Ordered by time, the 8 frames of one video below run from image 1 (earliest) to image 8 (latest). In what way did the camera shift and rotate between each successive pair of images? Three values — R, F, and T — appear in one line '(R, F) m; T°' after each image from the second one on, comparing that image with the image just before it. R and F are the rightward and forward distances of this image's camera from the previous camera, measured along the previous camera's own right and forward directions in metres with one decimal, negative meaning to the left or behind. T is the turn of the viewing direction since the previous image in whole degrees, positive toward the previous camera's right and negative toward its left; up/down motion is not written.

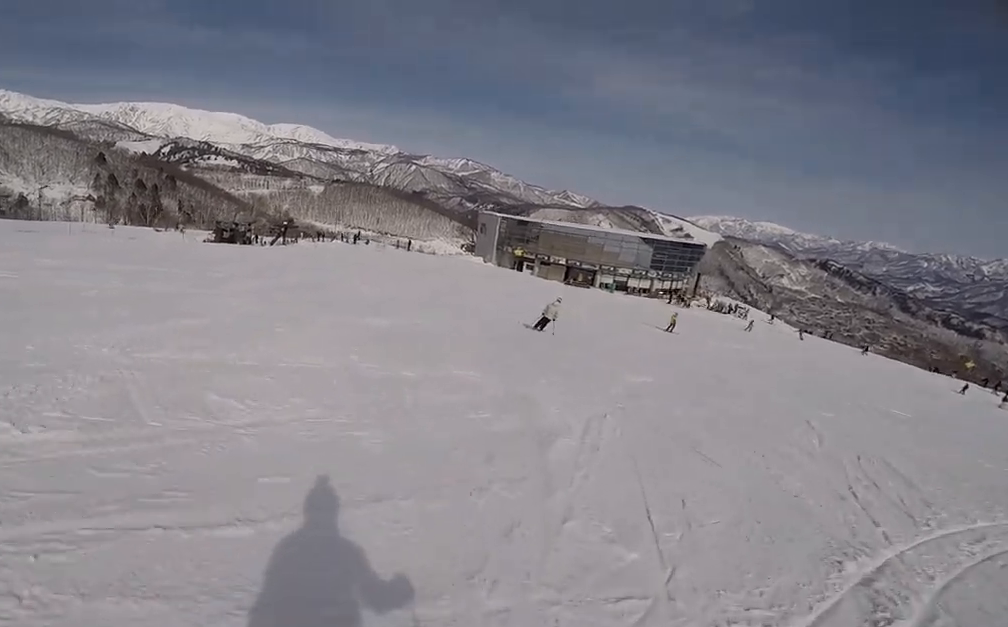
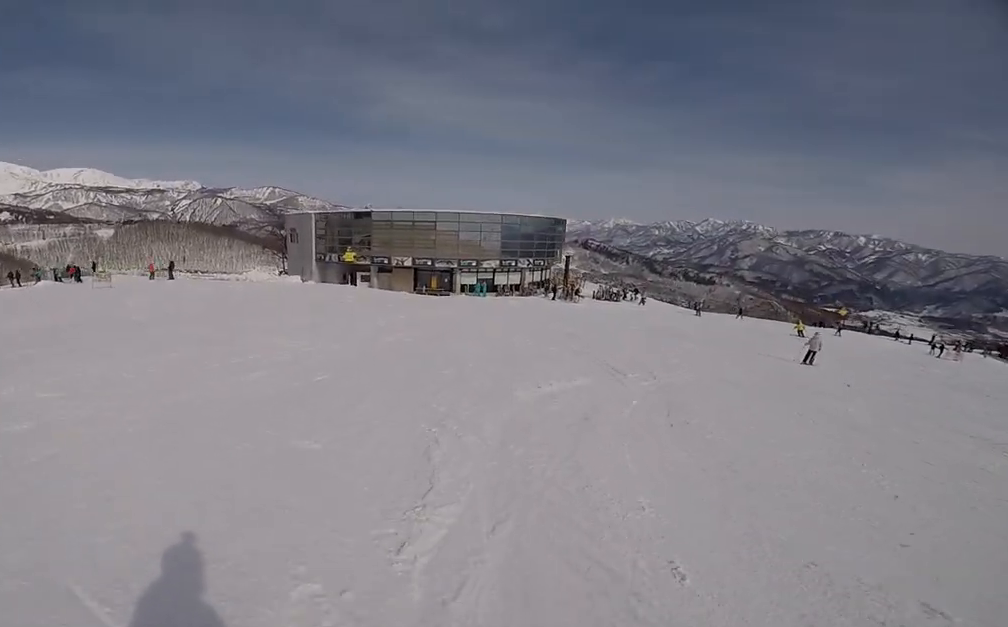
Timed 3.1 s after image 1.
(+0.5, +24.4) m; +2°
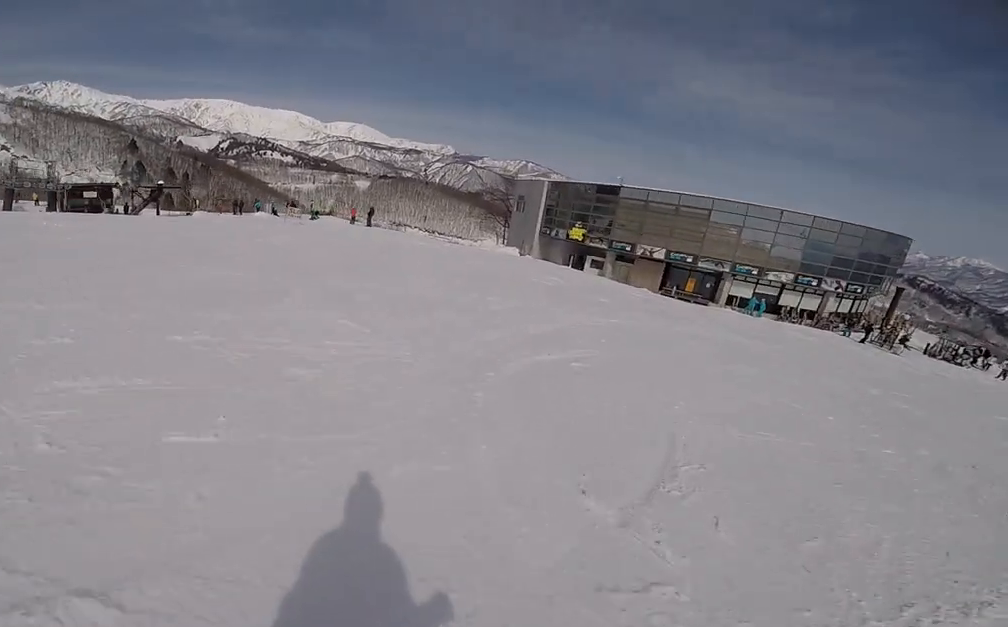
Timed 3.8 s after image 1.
(0.0, +5.5) m; -4°
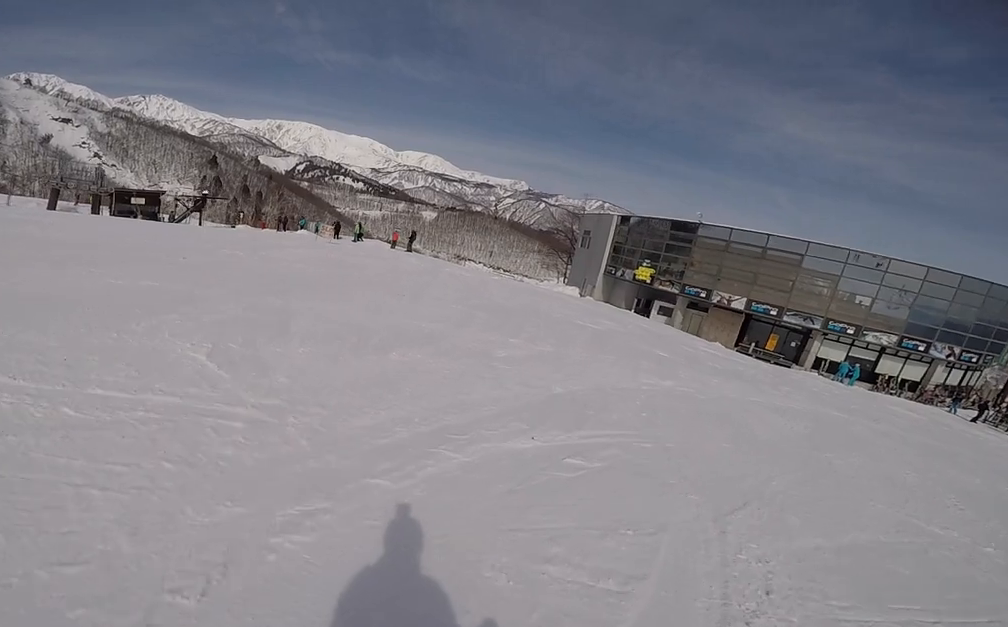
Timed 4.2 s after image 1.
(0.0, +2.9) m; -7°
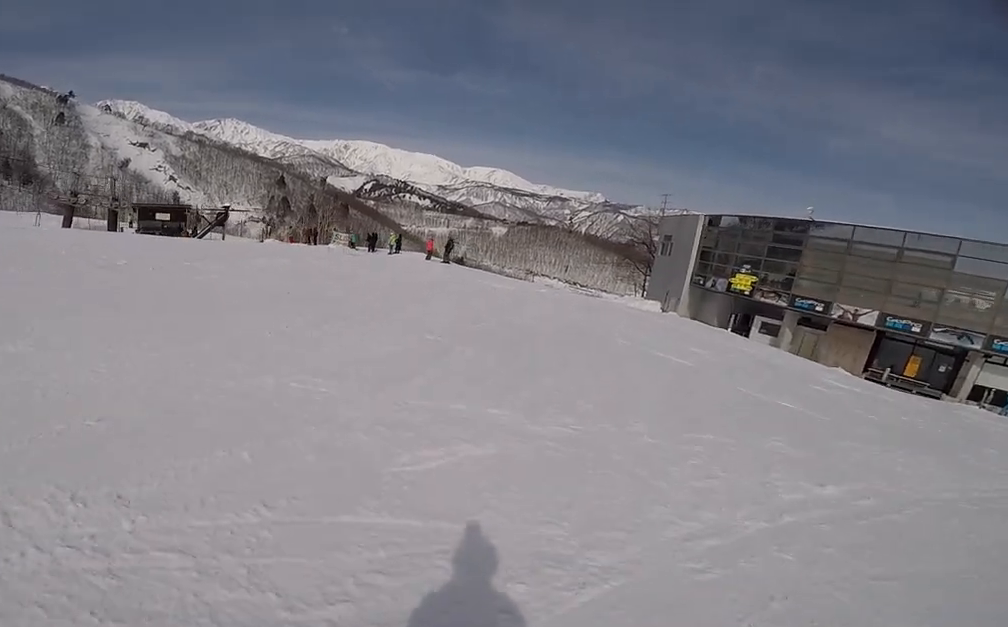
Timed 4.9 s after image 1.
(-0.2, +4.7) m; -14°
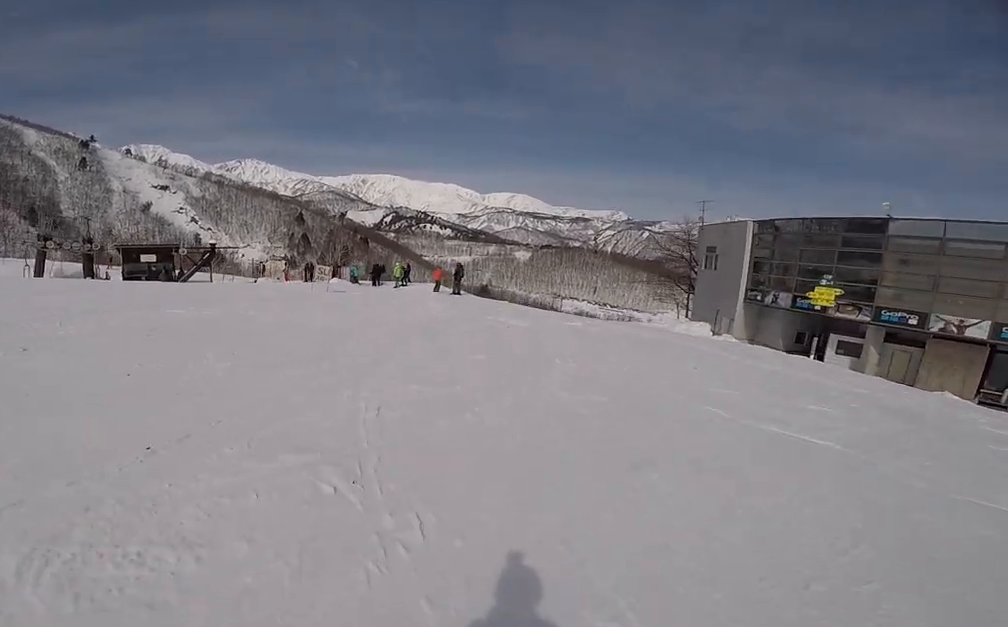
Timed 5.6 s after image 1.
(-0.8, +4.1) m; -16°
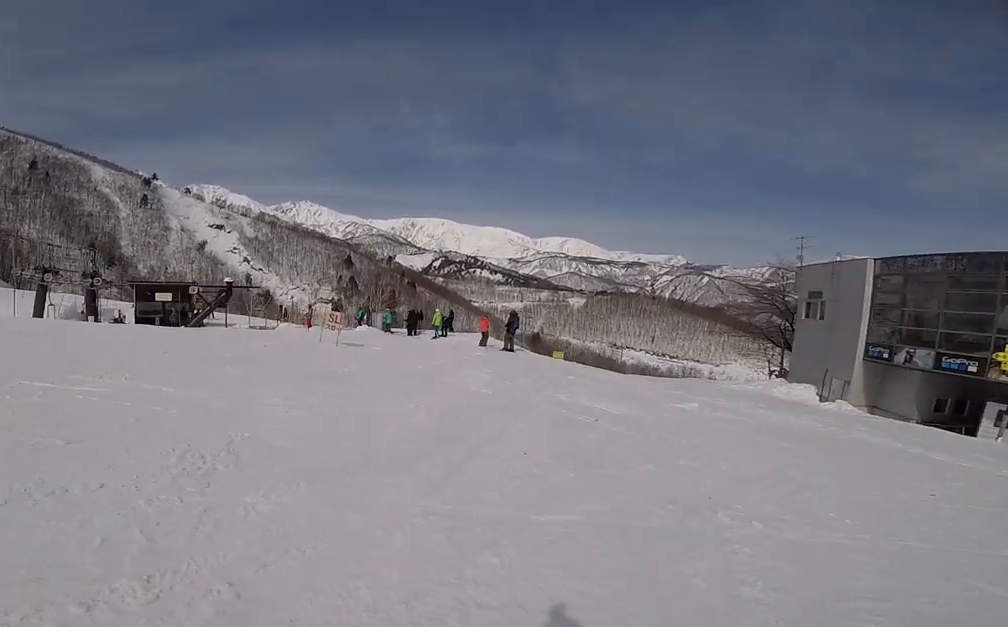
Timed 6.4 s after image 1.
(-0.7, +4.5) m; -5°
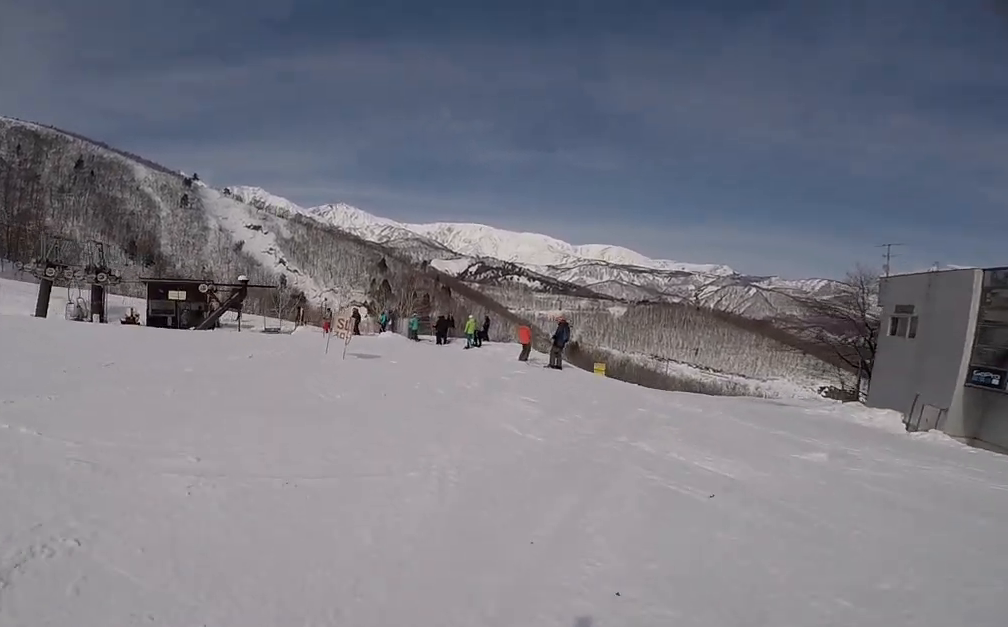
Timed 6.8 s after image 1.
(-0.2, +2.6) m; -1°
